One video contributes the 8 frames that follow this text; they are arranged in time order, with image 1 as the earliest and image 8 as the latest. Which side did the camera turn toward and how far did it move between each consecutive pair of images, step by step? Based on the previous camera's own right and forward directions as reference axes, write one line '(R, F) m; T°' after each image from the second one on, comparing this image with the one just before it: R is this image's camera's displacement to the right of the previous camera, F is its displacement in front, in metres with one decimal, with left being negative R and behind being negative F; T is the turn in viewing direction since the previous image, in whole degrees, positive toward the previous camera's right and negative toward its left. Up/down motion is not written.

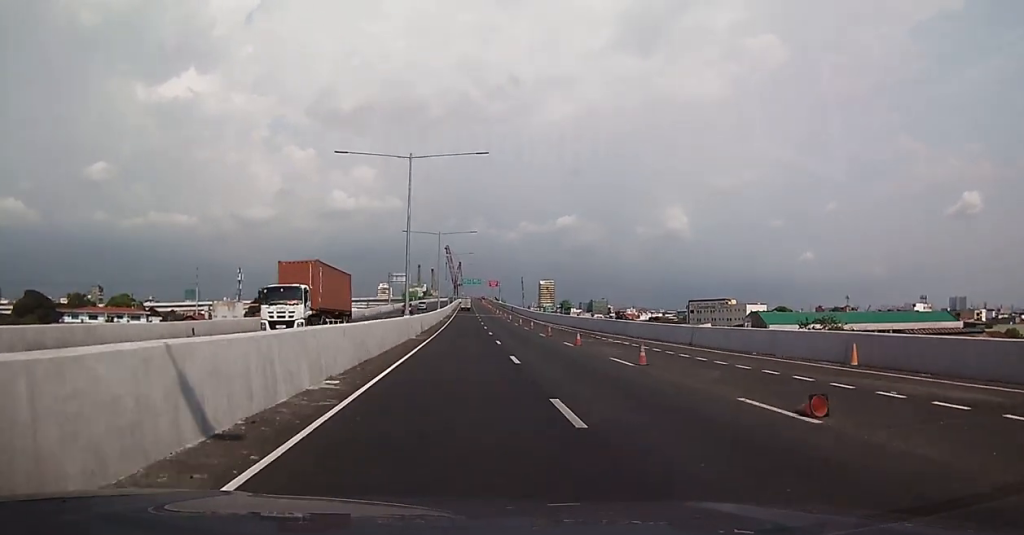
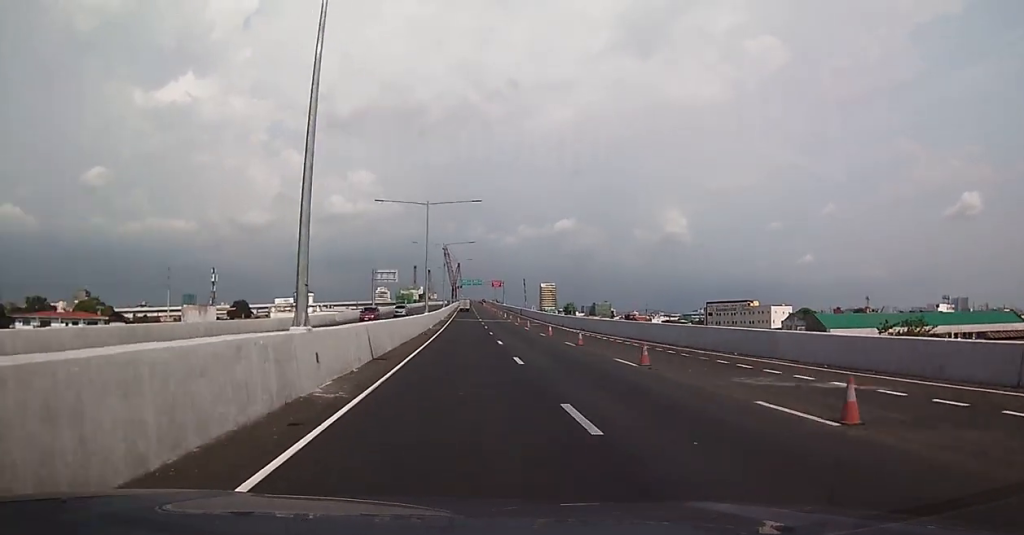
(+0.2, +24.0) m; +1°
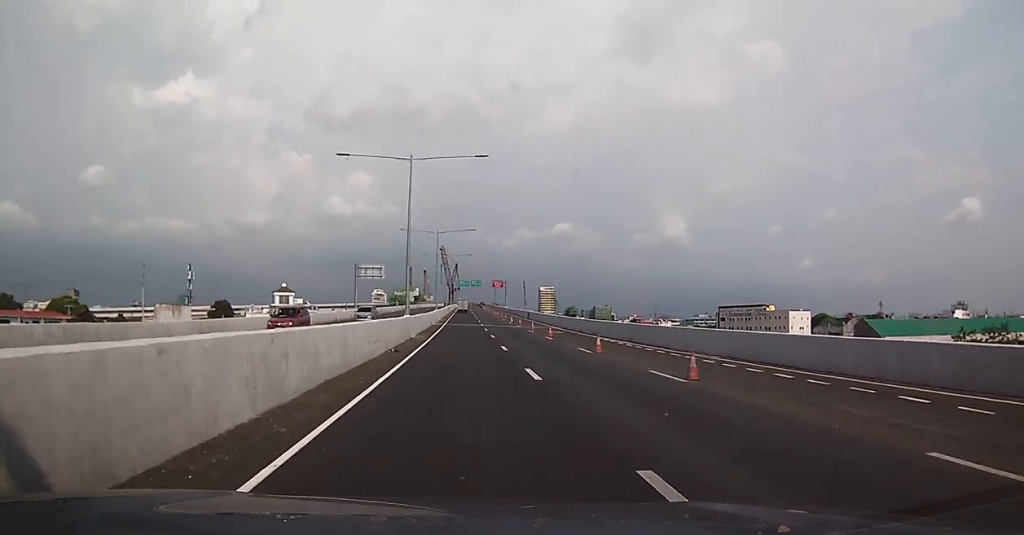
(+0.1, +16.7) m; -1°
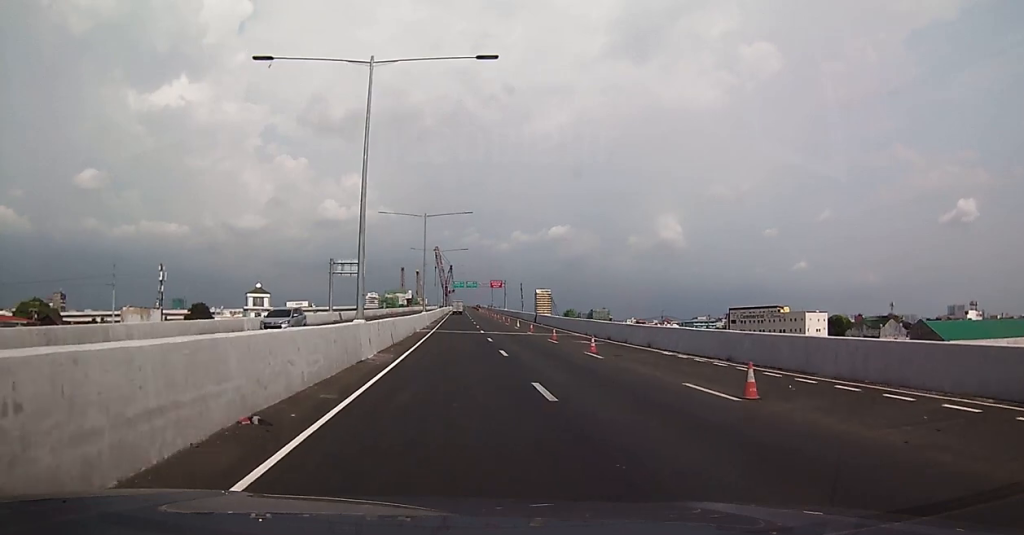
(-0.3, +15.9) m; 0°
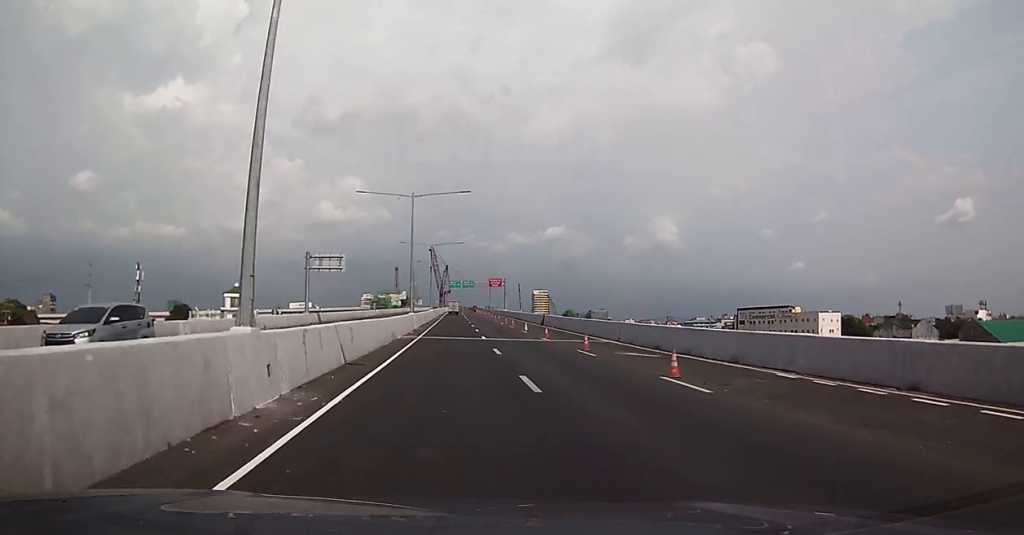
(-0.2, +11.4) m; 0°
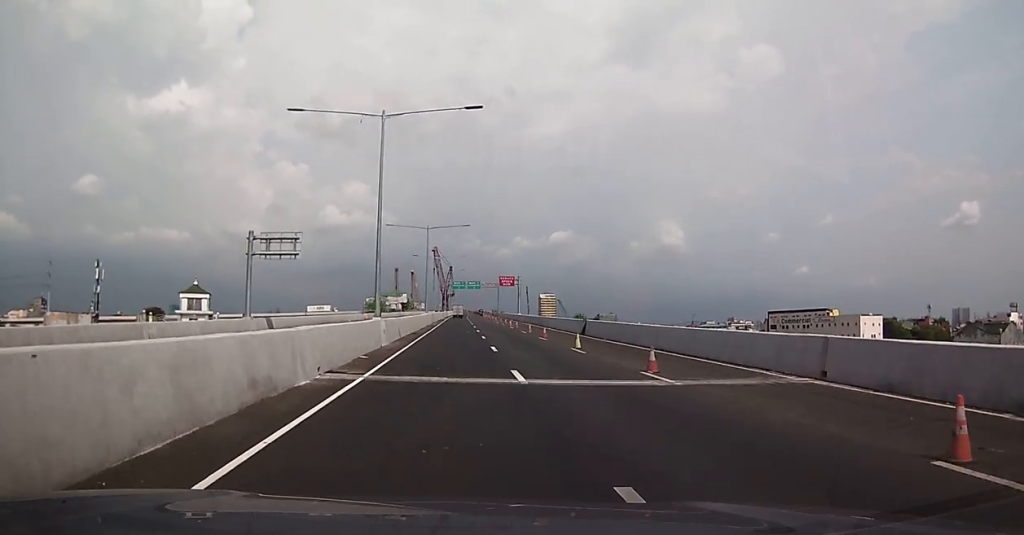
(+0.6, +22.0) m; +1°
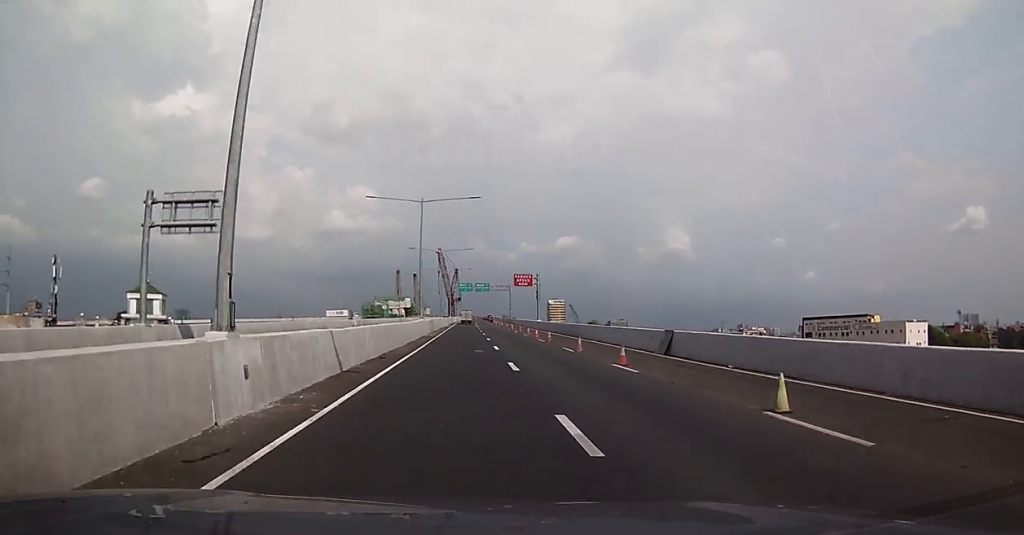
(-0.2, +19.3) m; -1°
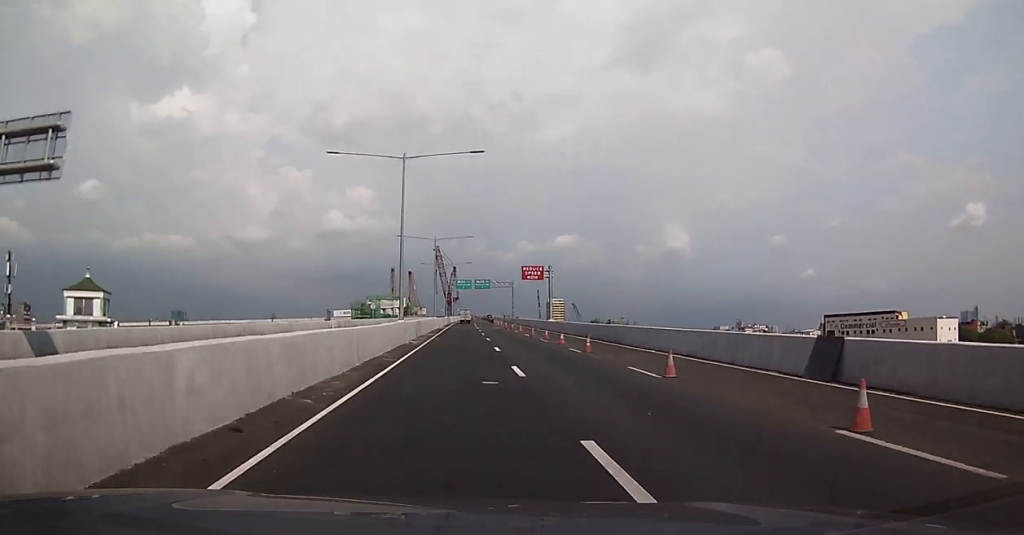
(-0.2, +14.8) m; 0°
